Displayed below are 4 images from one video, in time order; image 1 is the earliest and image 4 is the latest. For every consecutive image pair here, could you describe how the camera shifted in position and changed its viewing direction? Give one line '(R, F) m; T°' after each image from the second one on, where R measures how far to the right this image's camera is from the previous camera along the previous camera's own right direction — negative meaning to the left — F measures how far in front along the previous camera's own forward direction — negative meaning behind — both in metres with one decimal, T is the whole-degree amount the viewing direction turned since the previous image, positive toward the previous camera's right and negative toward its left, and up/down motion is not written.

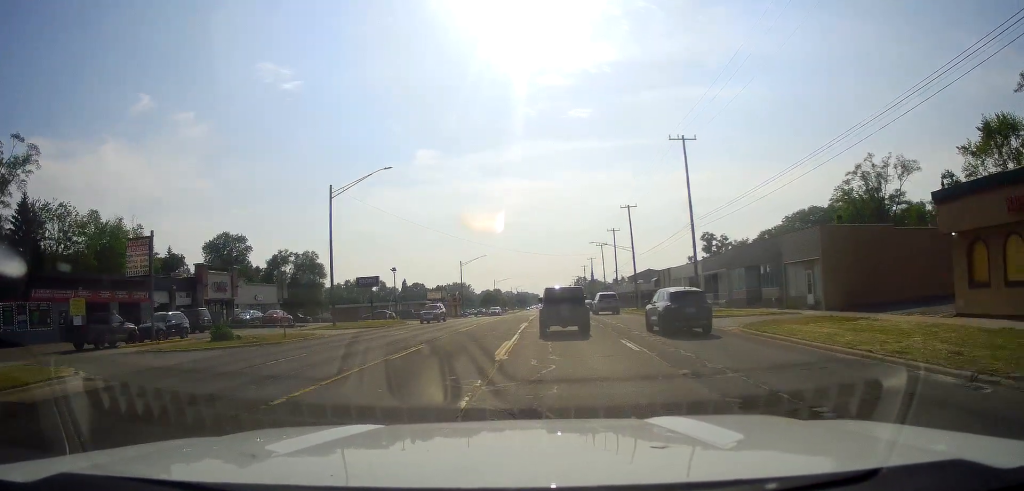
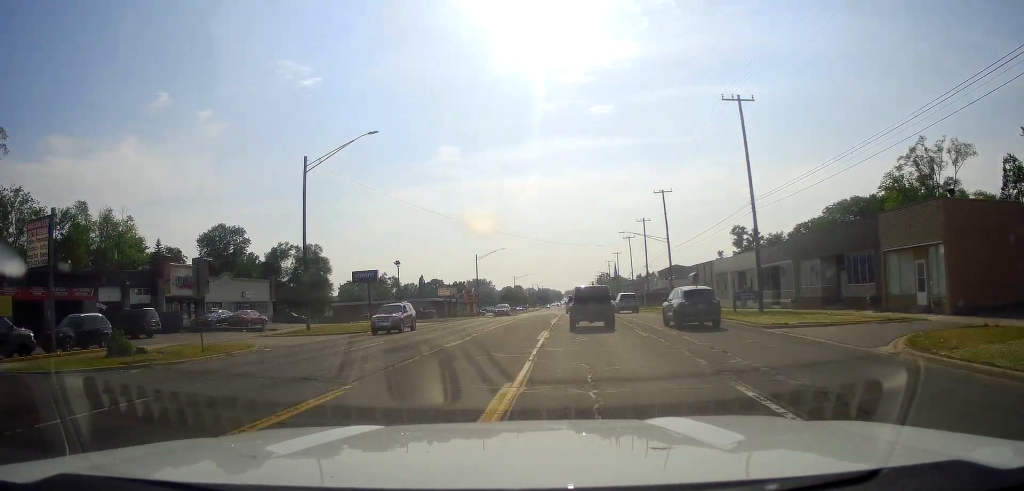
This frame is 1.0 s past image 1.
(-0.3, +10.0) m; -3°
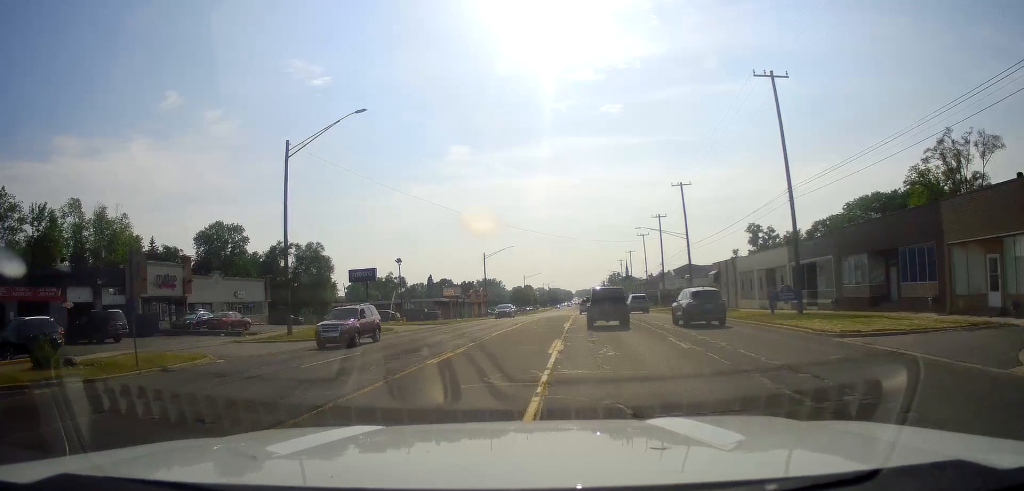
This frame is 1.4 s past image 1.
(-0.1, +4.9) m; -1°
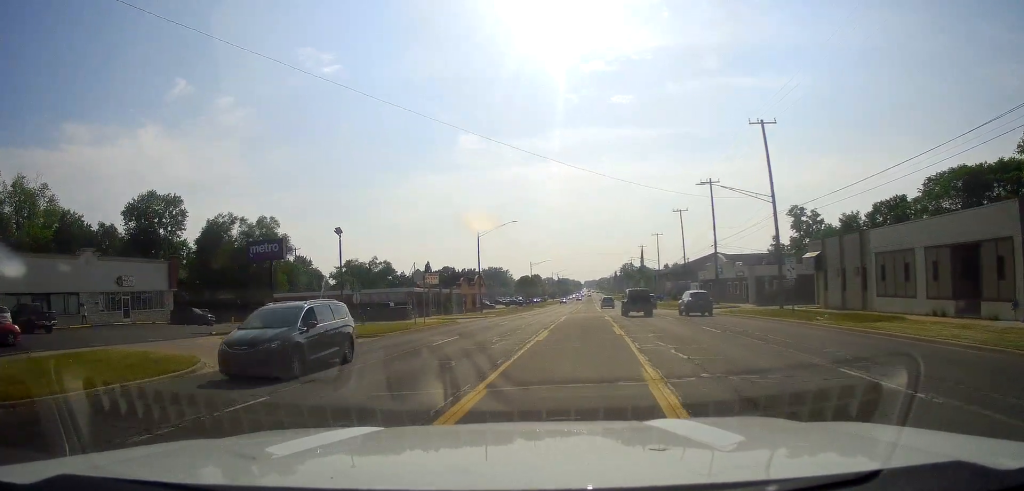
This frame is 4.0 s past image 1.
(-0.2, +24.9) m; -3°
